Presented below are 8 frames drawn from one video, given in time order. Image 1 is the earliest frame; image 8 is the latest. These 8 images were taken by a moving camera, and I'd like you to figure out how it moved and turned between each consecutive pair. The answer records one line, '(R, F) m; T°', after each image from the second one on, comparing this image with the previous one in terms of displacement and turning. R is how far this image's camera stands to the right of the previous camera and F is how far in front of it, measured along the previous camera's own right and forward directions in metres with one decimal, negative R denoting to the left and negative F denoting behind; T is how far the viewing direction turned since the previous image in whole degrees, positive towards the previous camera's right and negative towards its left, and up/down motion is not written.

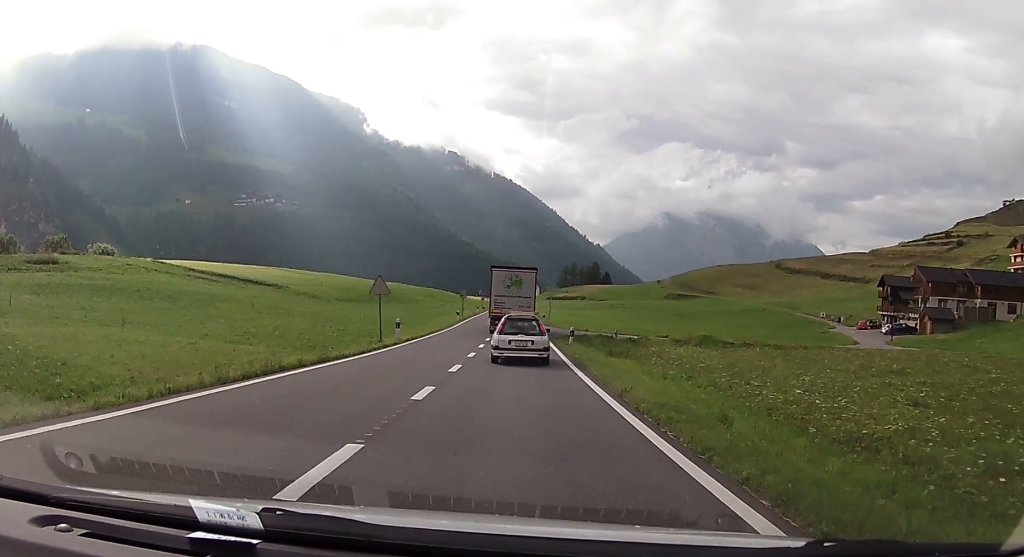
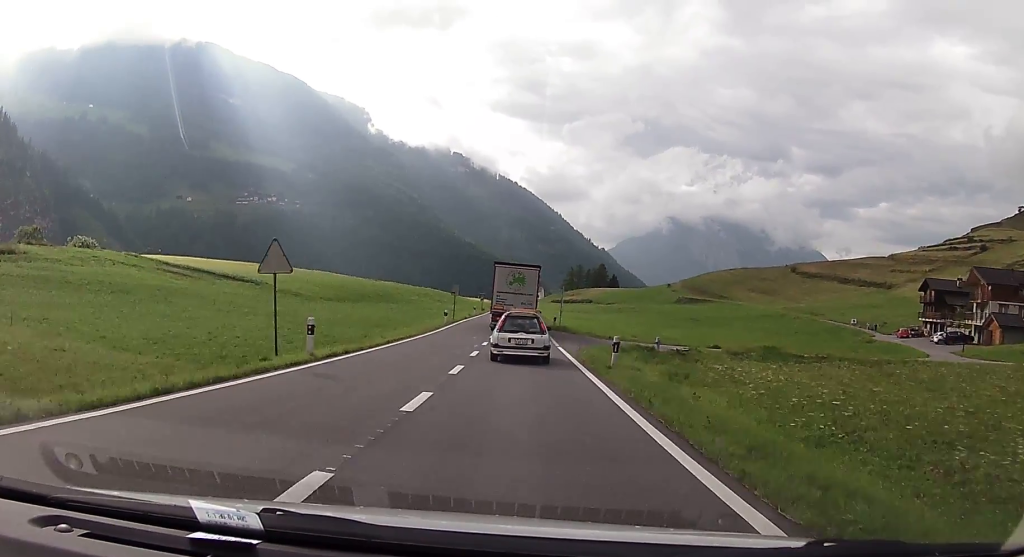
(+0.2, +12.2) m; -2°
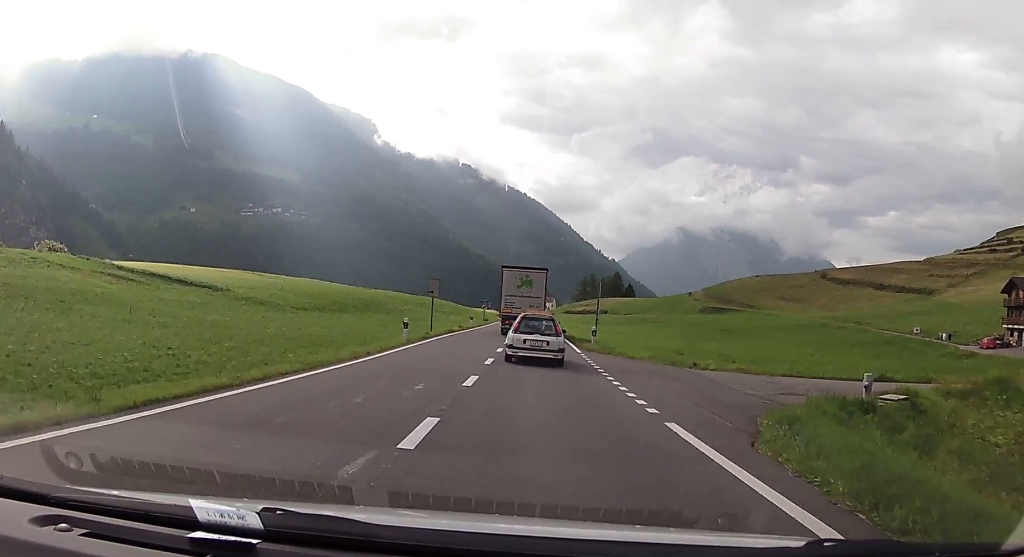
(-0.8, +19.6) m; -1°
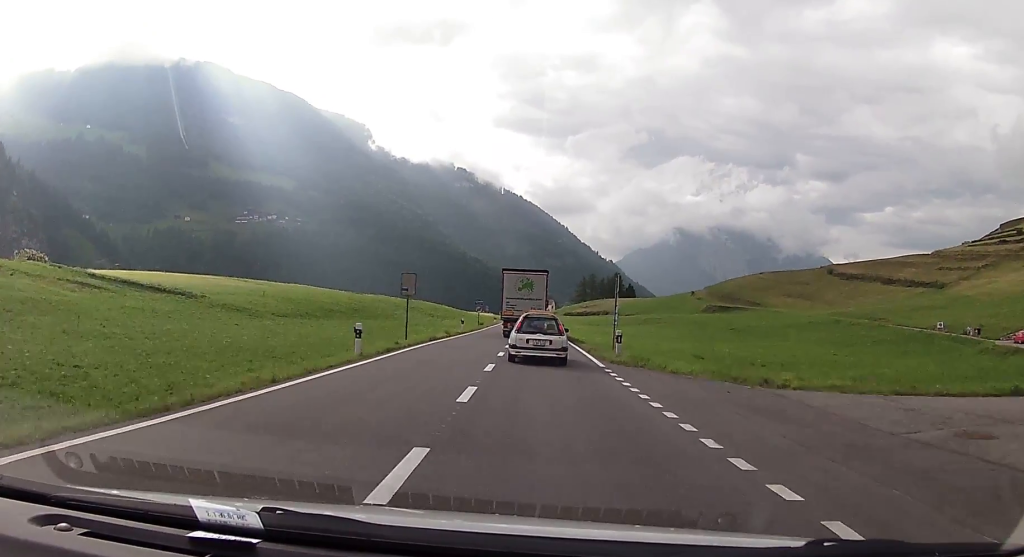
(+0.3, +7.7) m; +1°
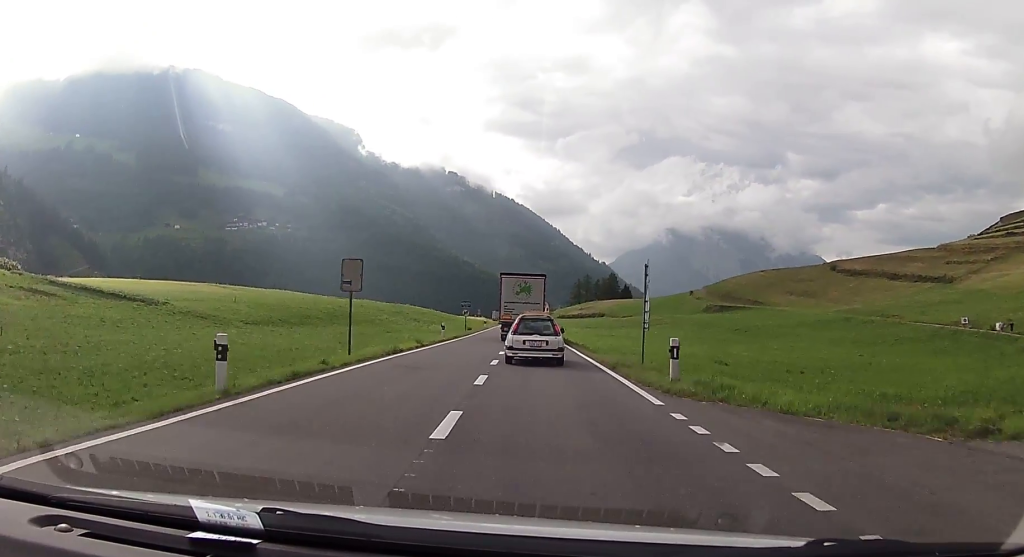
(+0.2, +8.8) m; +1°
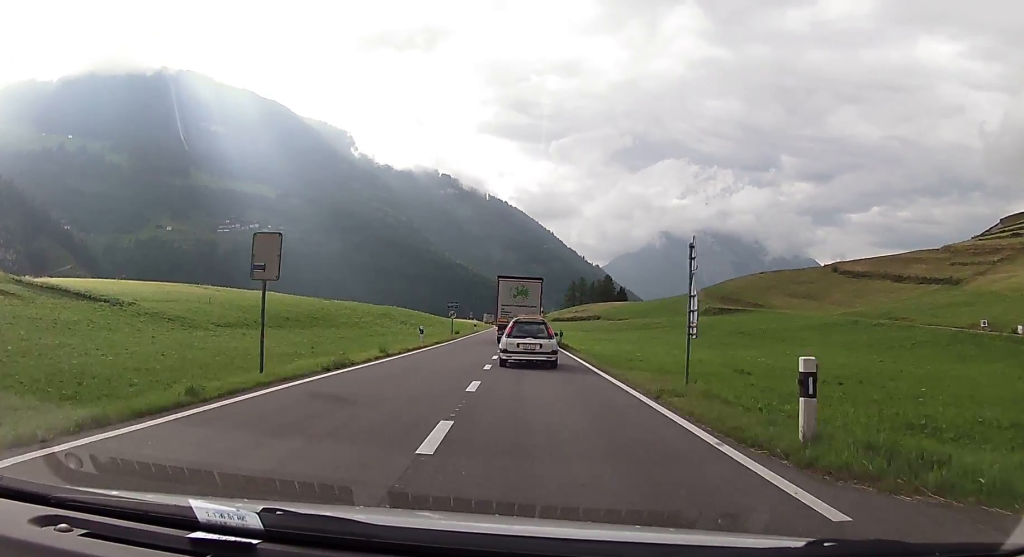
(0.0, +6.8) m; 0°
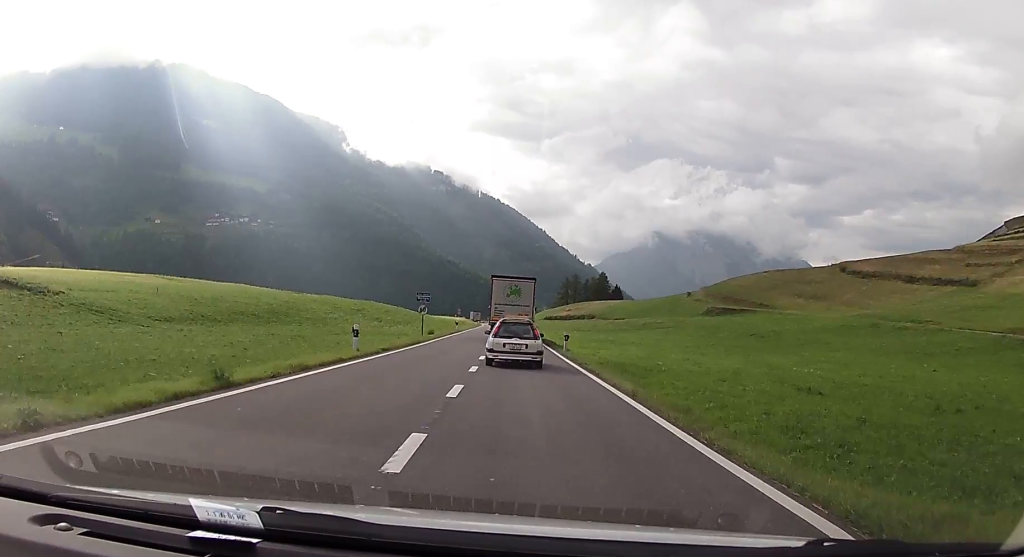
(0.0, +13.1) m; 0°
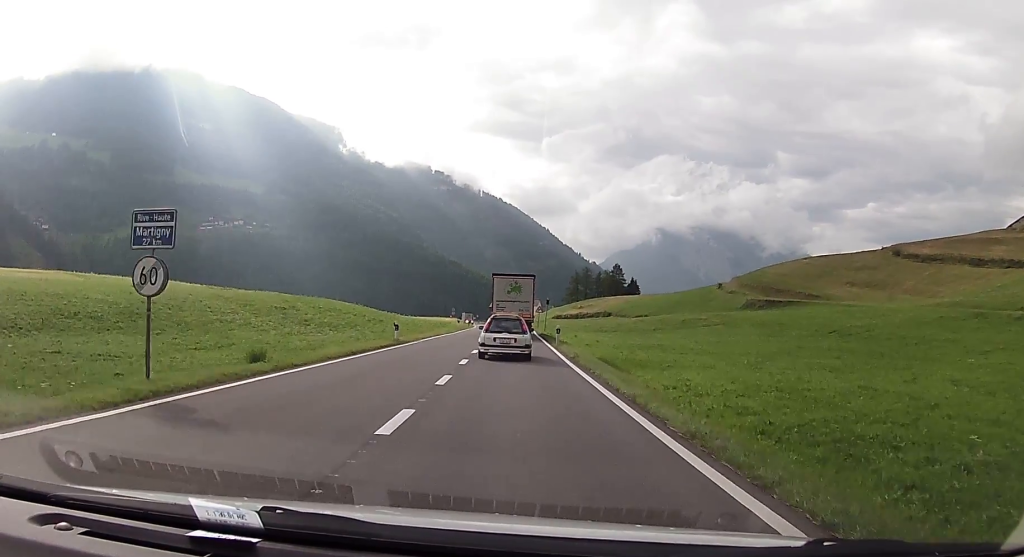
(+0.2, +35.7) m; 0°
